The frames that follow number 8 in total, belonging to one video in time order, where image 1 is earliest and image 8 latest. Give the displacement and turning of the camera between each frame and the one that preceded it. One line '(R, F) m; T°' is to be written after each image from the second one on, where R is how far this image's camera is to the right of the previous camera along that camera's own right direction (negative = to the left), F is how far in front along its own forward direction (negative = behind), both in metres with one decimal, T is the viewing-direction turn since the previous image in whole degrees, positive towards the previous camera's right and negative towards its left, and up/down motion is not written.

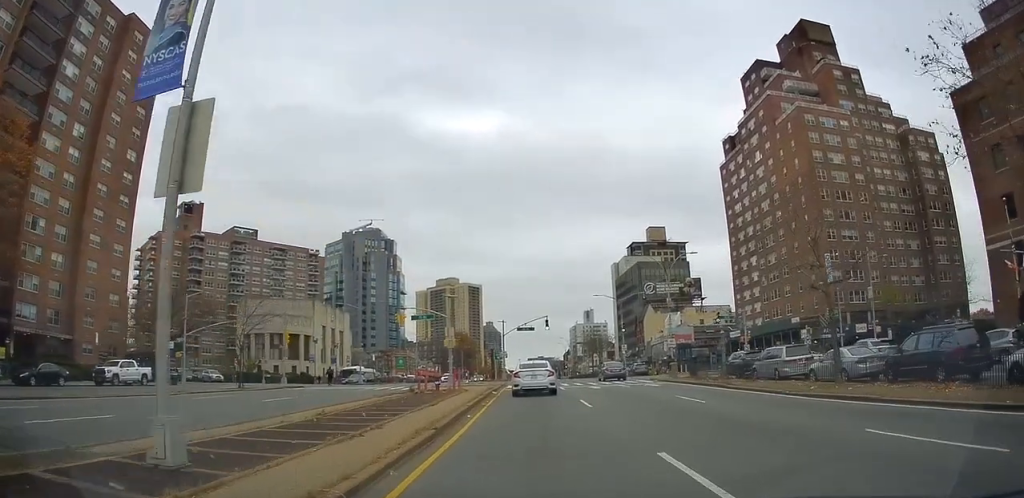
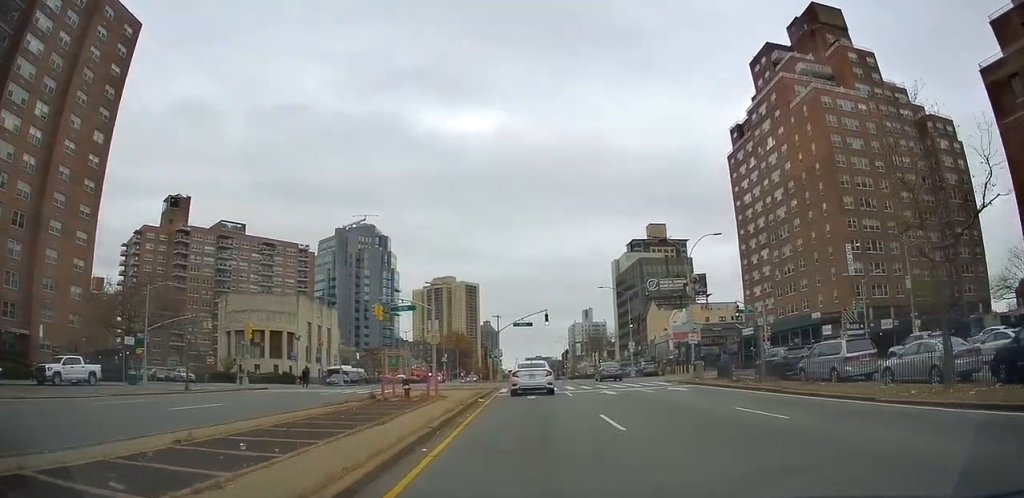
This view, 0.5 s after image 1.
(-0.2, +6.3) m; +1°
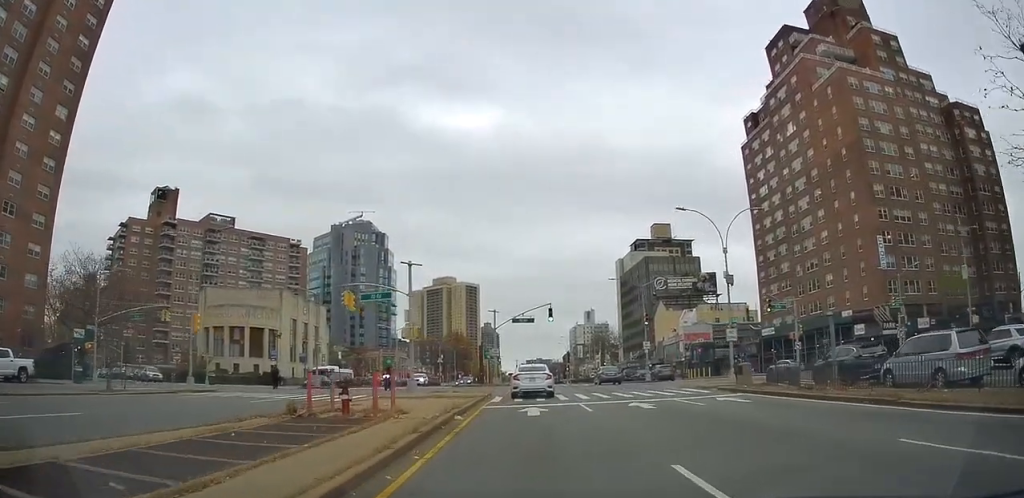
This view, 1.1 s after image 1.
(+0.4, +7.2) m; +1°
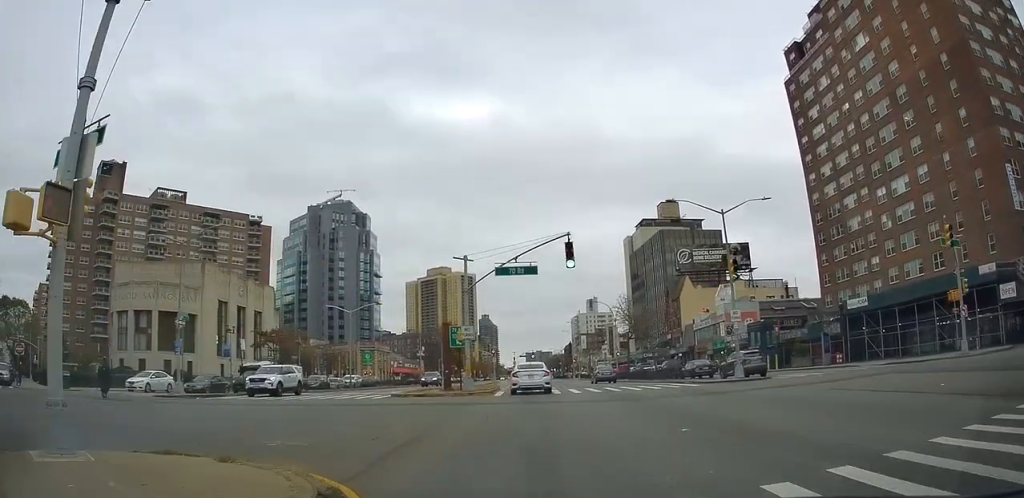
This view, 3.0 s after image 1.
(+0.1, +22.3) m; 0°
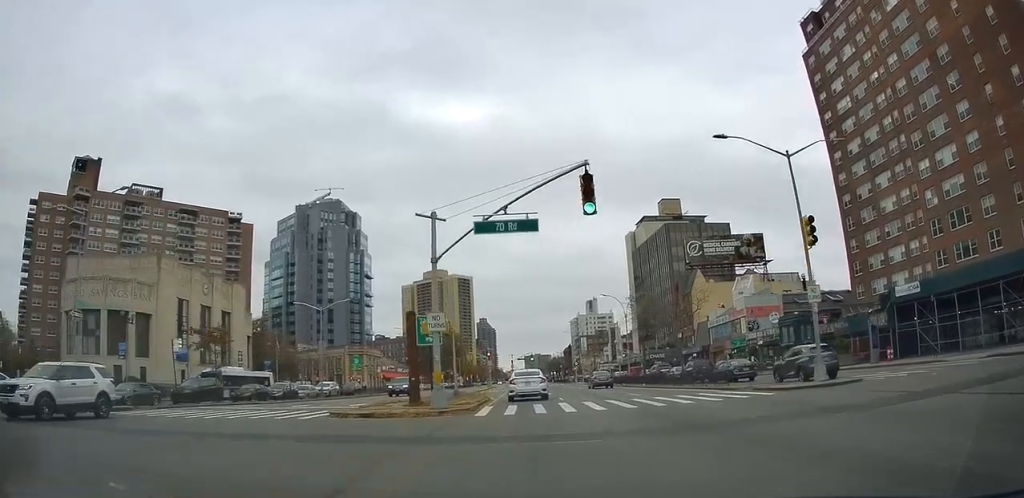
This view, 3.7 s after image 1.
(+0.1, +8.5) m; -1°
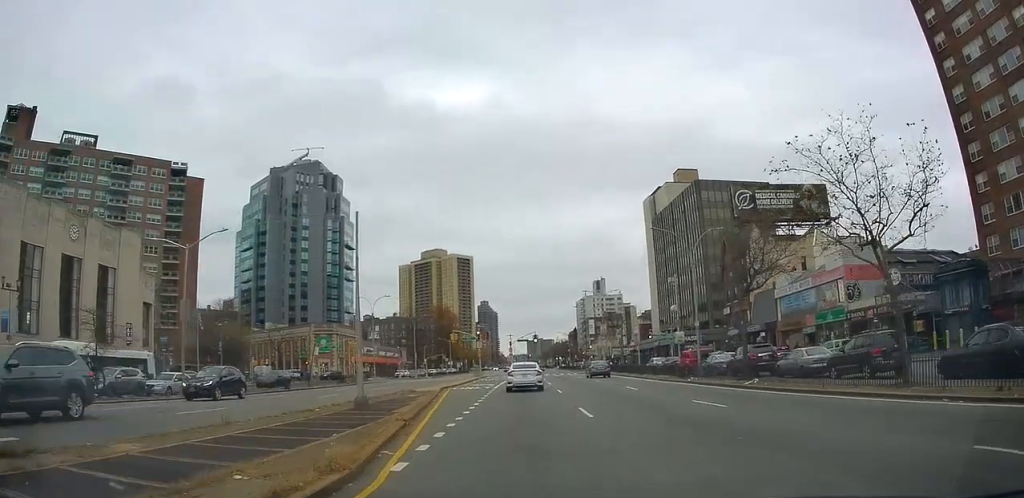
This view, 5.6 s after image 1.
(-0.1, +23.8) m; +2°
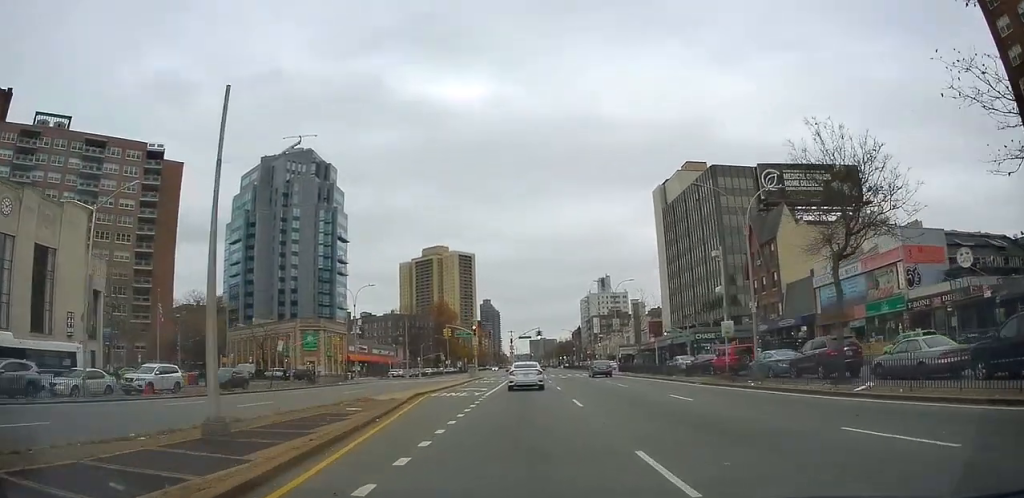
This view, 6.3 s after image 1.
(+0.2, +8.8) m; 0°
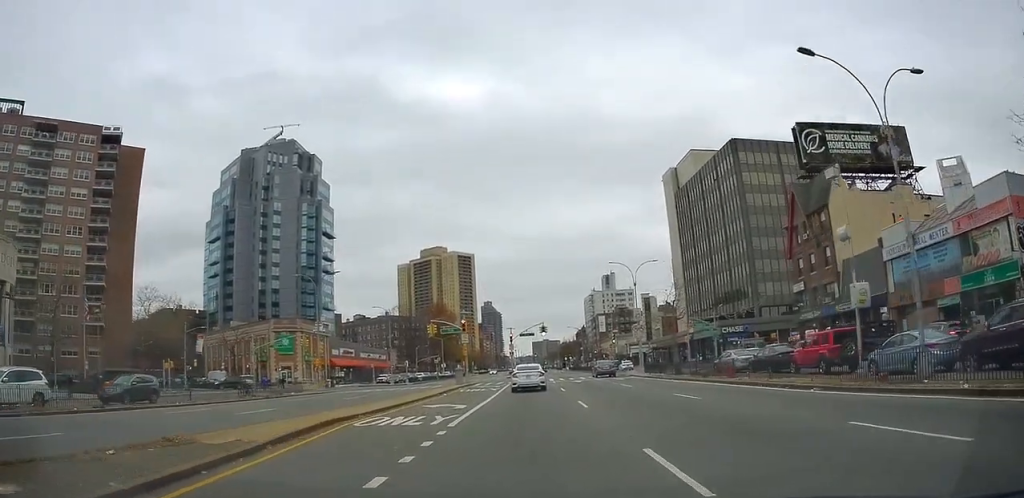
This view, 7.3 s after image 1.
(-0.1, +12.1) m; -1°
